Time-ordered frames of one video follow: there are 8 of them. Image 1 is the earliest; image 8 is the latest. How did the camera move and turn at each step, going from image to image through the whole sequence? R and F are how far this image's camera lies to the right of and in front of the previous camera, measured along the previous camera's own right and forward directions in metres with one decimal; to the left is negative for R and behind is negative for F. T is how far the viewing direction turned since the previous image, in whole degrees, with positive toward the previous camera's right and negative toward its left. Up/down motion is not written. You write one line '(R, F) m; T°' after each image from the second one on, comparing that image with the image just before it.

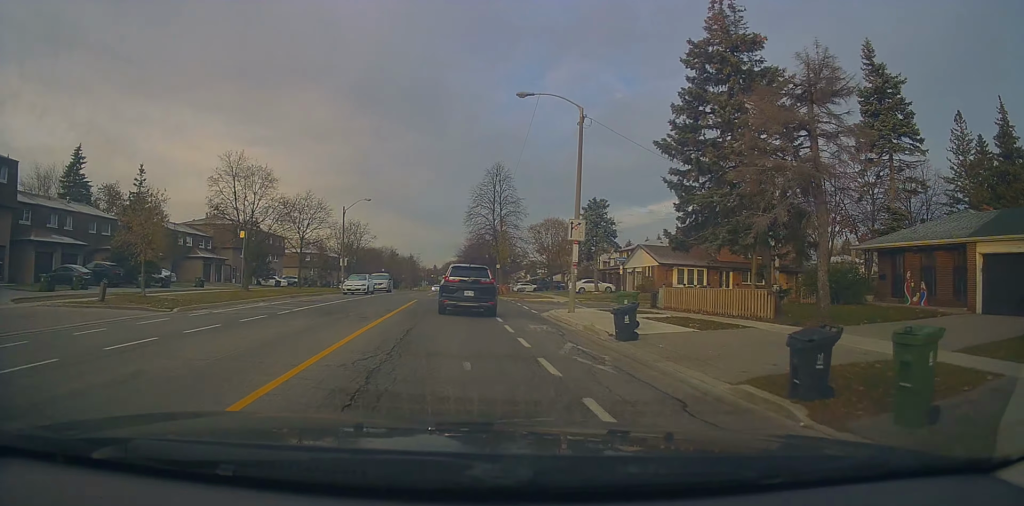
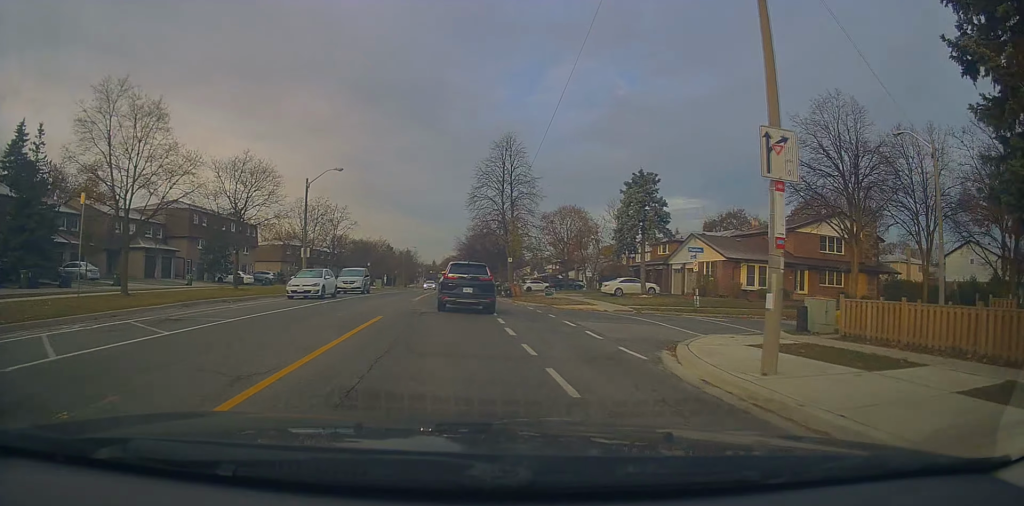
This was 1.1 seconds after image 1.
(-0.3, +13.0) m; -3°
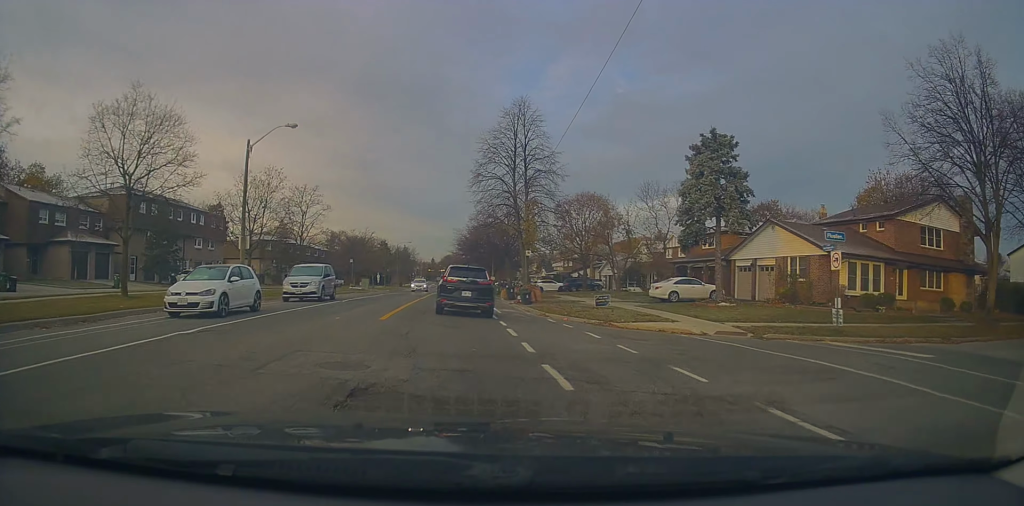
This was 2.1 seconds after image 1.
(-0.4, +11.6) m; +1°
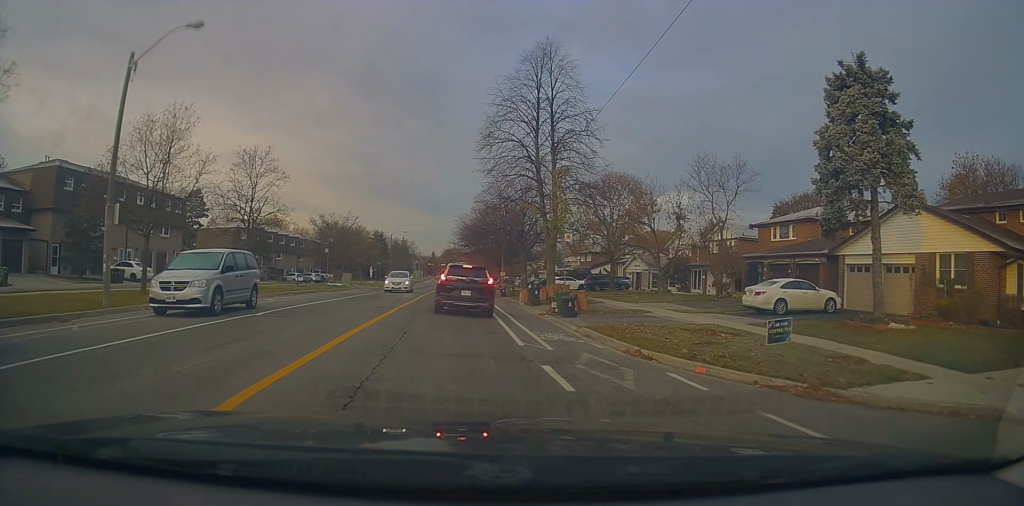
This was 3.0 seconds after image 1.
(+0.5, +11.7) m; +2°
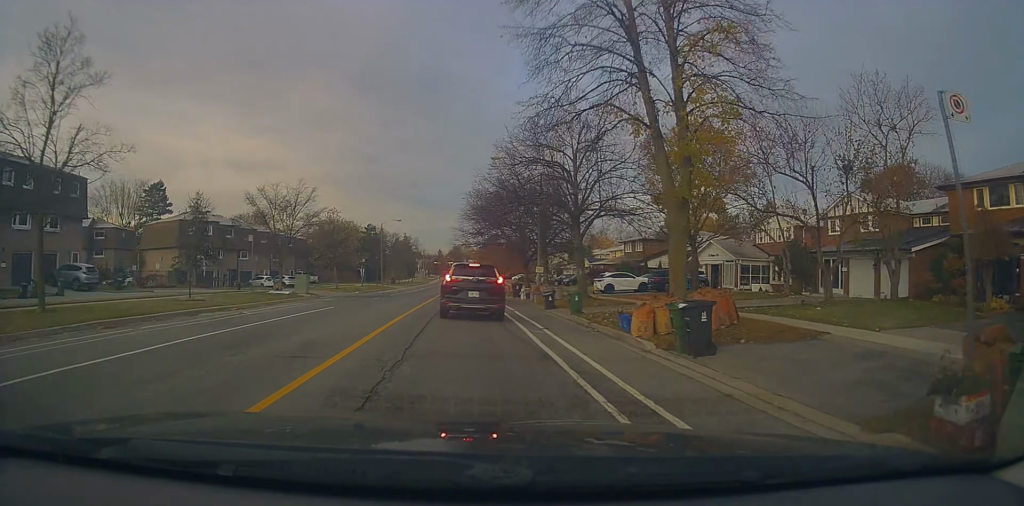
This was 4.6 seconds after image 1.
(-0.4, +18.9) m; -3°
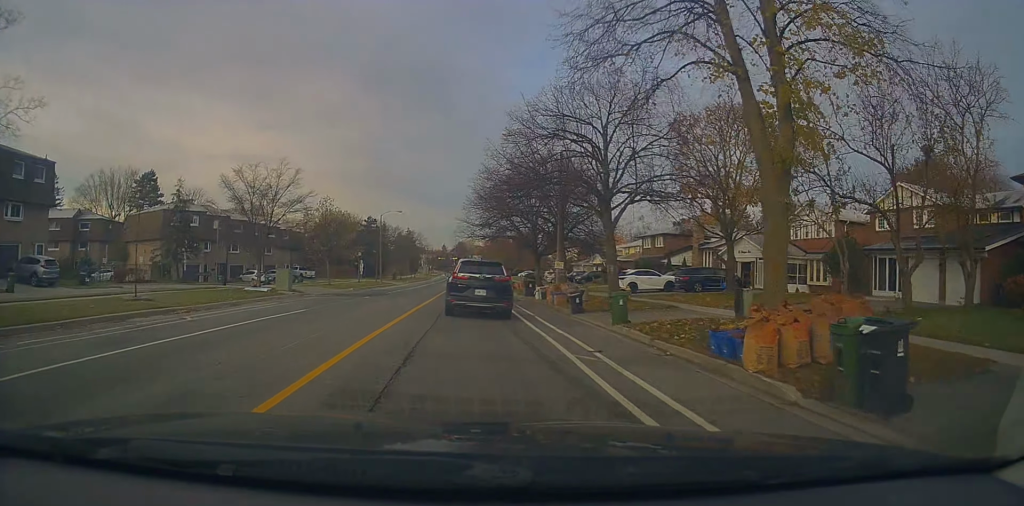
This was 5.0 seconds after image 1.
(-0.1, +5.1) m; -1°
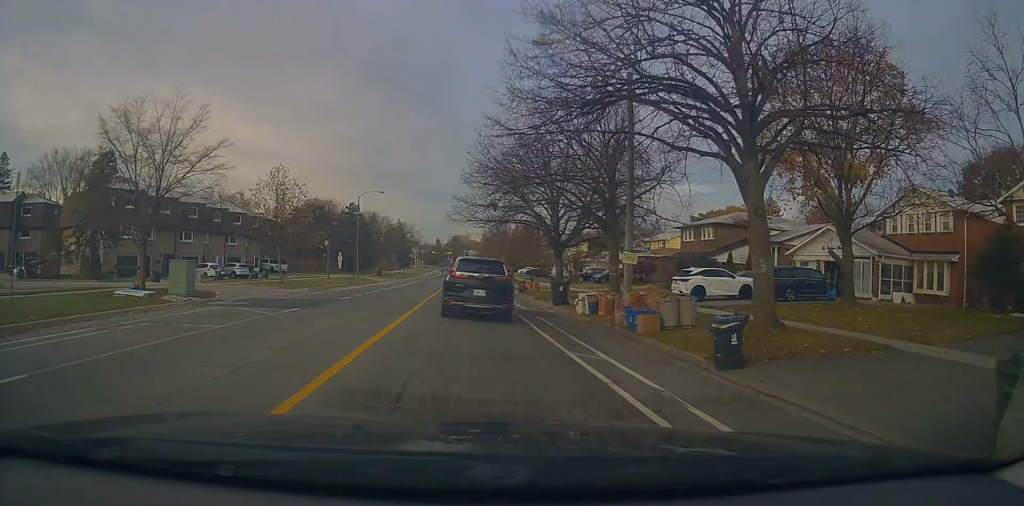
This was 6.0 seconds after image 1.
(-0.1, +12.7) m; +1°
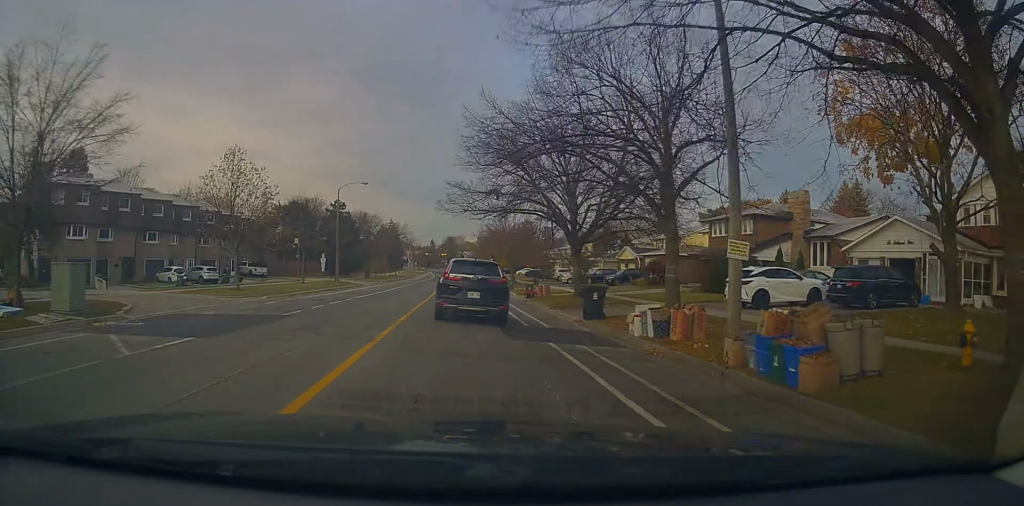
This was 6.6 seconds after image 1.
(+0.2, +7.5) m; +1°
